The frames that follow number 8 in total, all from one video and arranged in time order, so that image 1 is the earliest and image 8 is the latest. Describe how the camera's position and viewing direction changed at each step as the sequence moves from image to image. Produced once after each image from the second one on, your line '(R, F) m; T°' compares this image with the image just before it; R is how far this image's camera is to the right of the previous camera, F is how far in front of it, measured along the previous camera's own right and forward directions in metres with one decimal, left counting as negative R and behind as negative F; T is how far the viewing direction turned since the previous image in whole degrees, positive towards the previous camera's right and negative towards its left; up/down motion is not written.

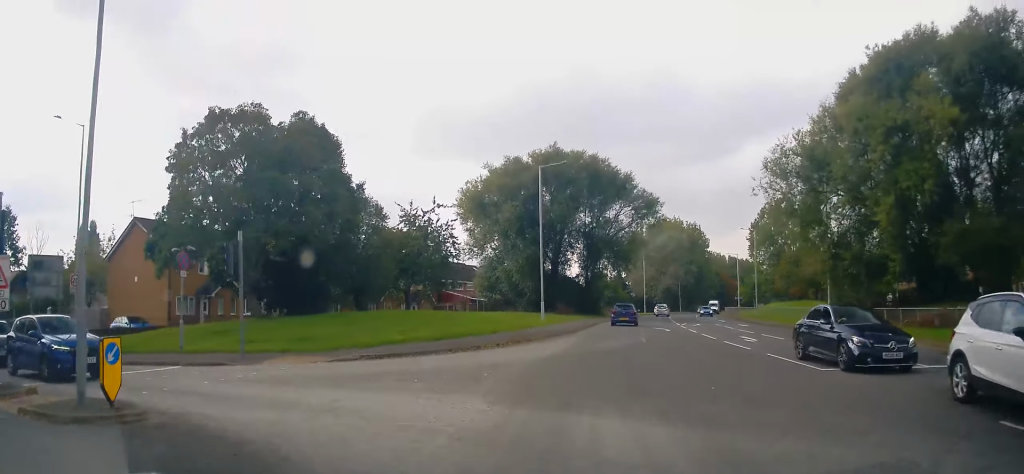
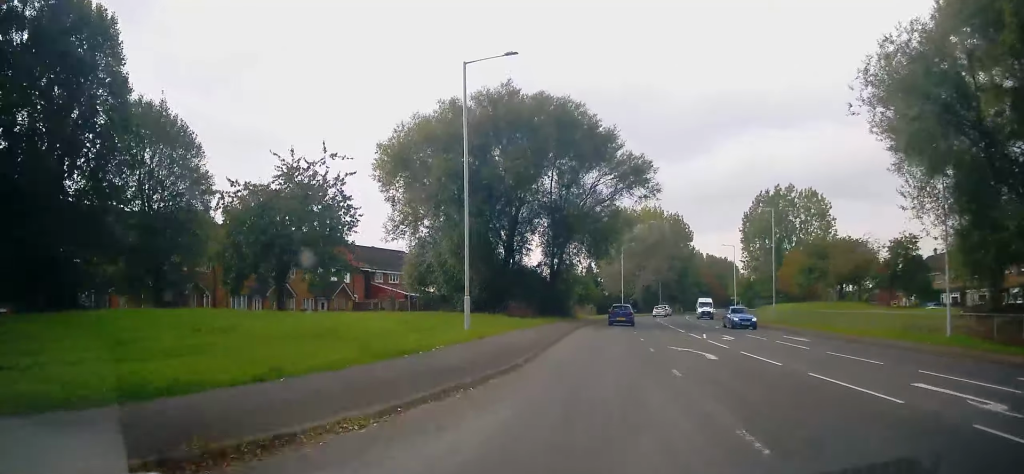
(+0.2, +16.4) m; +2°
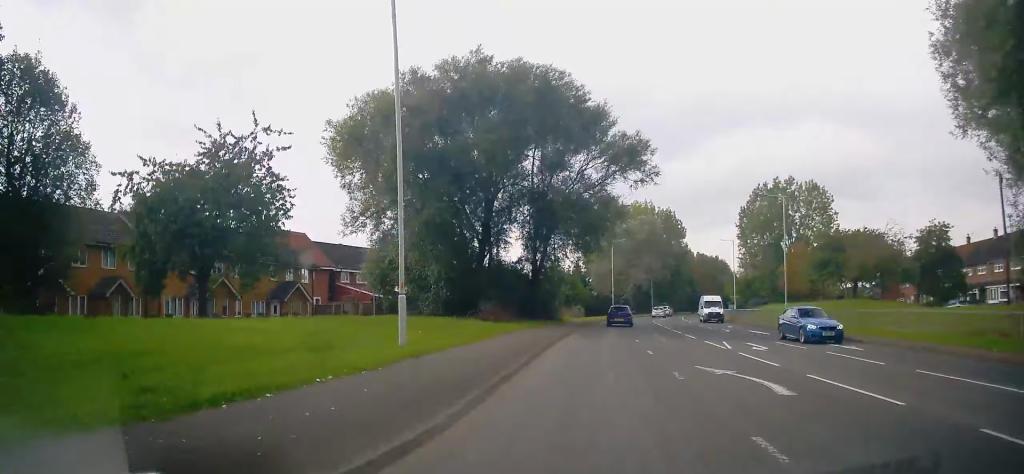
(0.0, +6.2) m; +1°
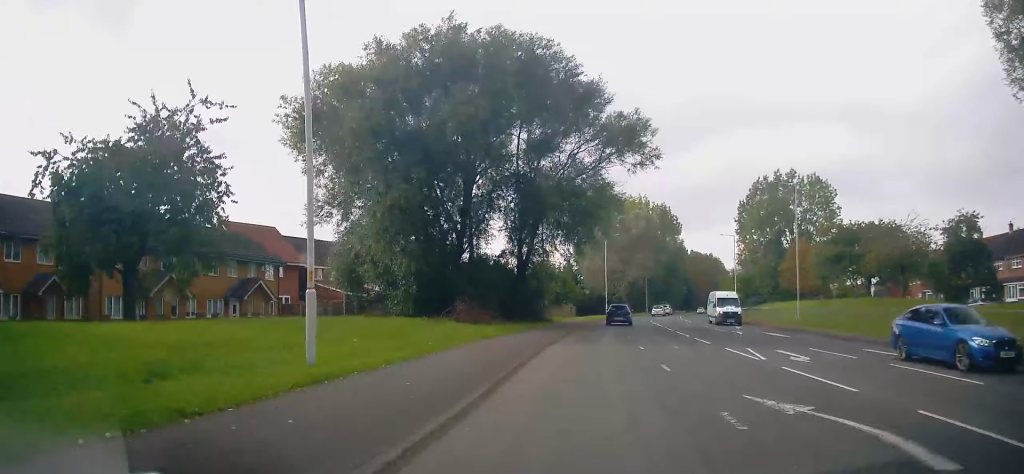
(0.0, +4.6) m; +1°
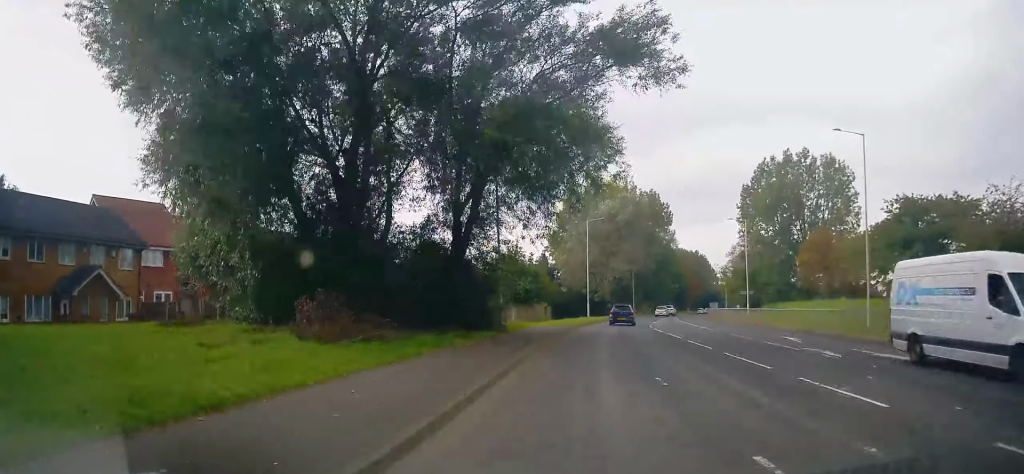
(+0.6, +13.9) m; +2°
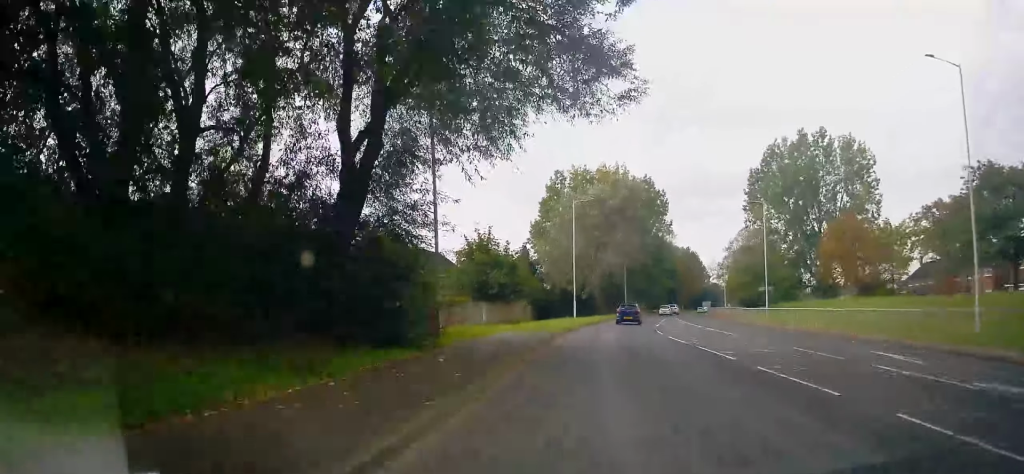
(-0.2, +10.4) m; +1°
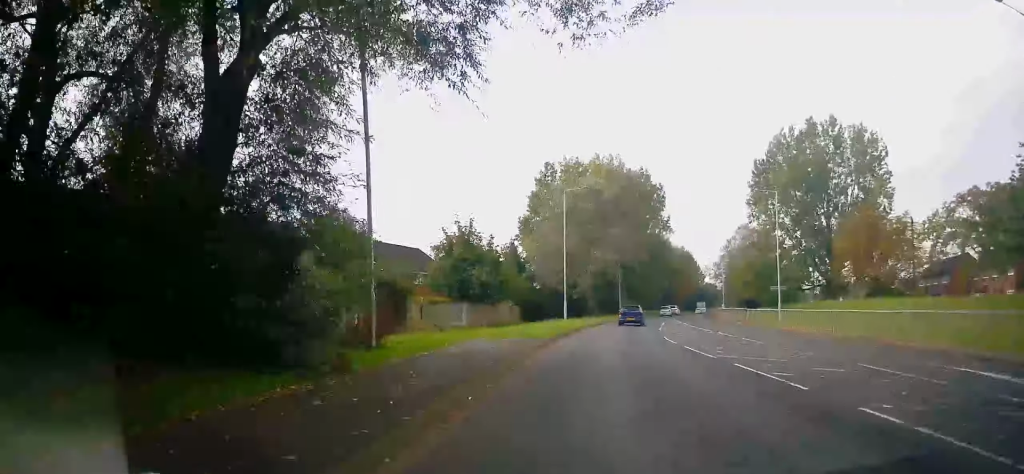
(0.0, +5.3) m; +1°
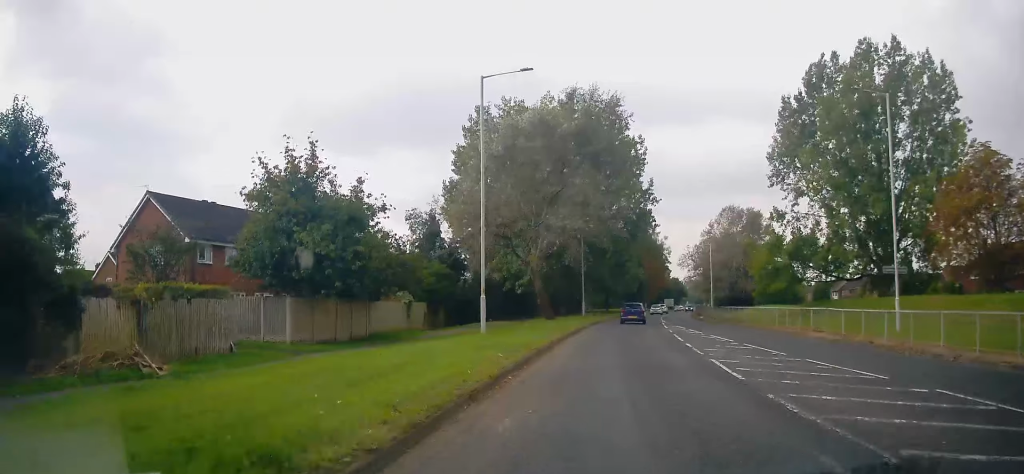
(+1.0, +23.2) m; +3°
